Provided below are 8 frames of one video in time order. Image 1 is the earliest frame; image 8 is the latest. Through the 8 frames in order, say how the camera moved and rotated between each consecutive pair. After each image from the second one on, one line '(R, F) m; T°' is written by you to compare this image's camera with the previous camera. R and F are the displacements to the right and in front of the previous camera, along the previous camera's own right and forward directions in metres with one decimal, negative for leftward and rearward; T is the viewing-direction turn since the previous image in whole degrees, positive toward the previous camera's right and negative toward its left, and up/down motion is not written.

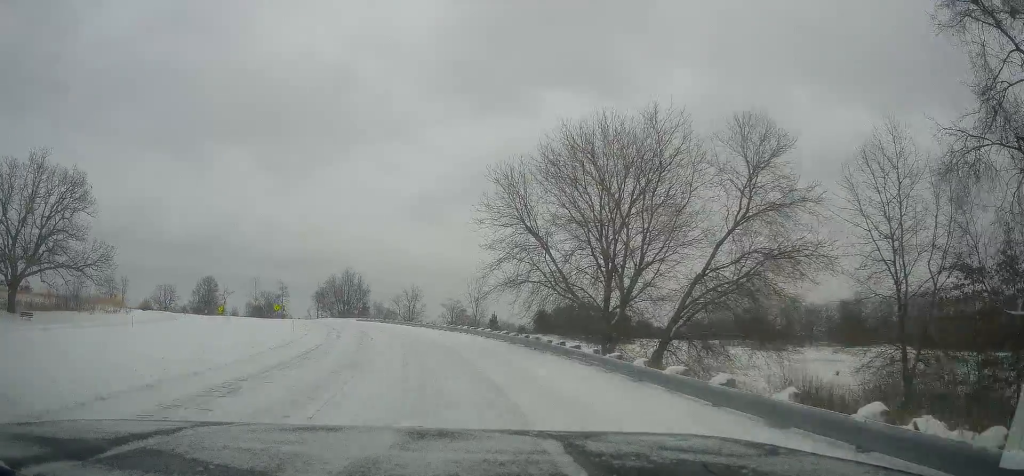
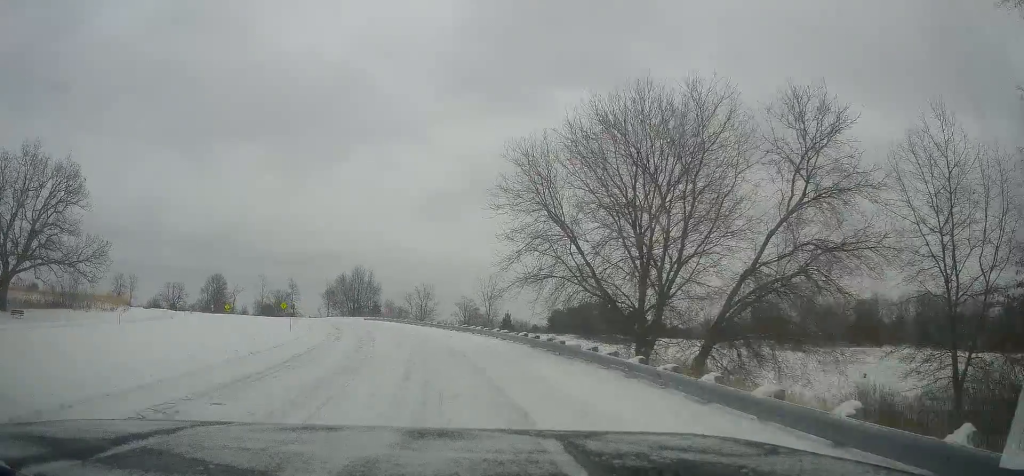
(0.0, +3.5) m; -1°
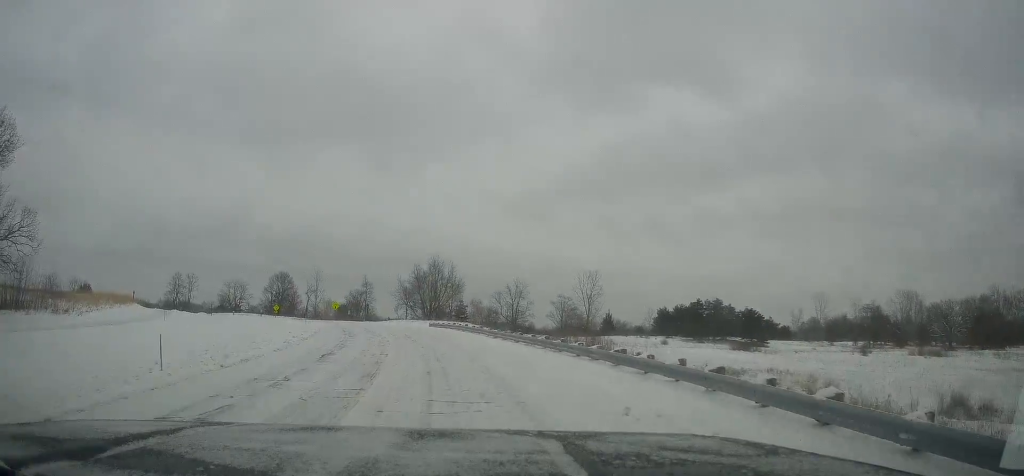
(-0.8, +22.7) m; -9°
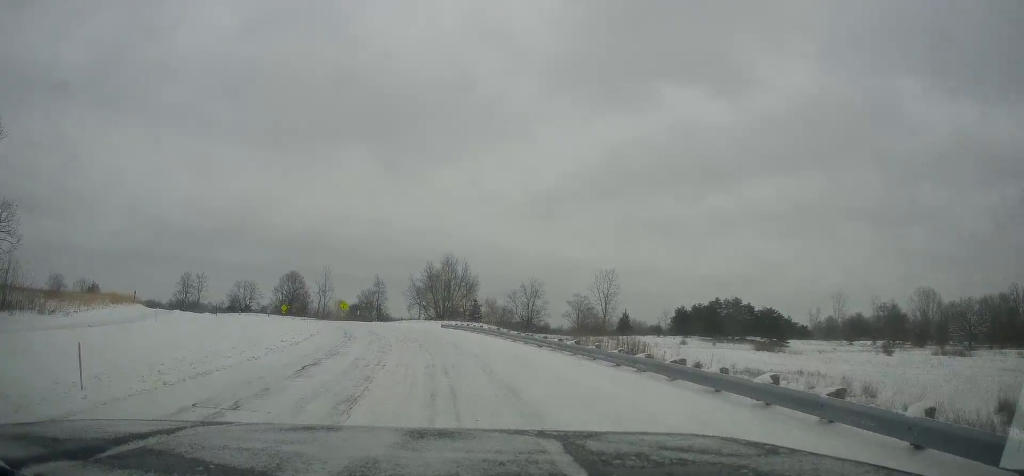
(0.0, +3.6) m; -2°
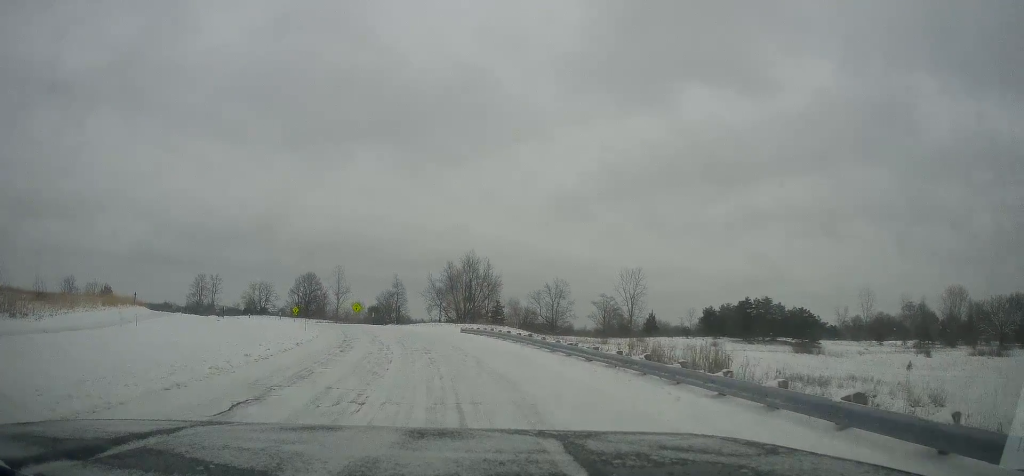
(-0.2, +5.9) m; -4°
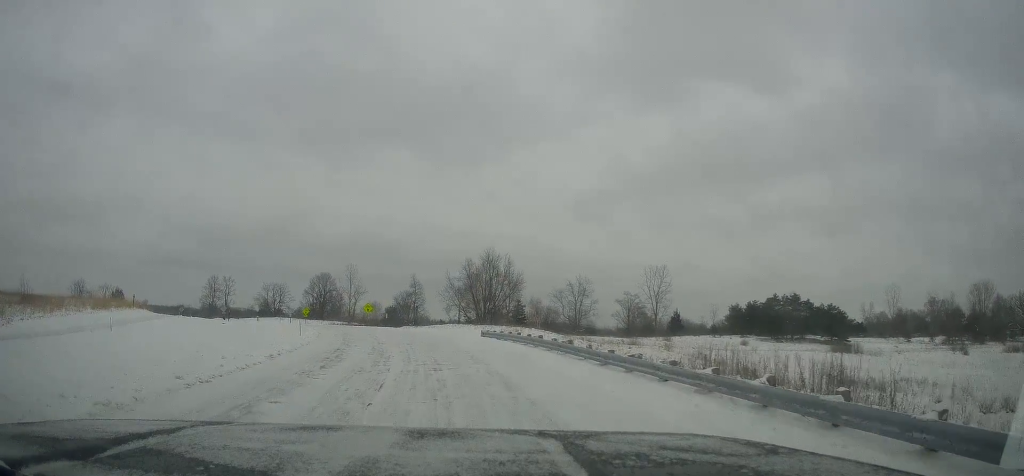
(-0.3, +5.3) m; -1°
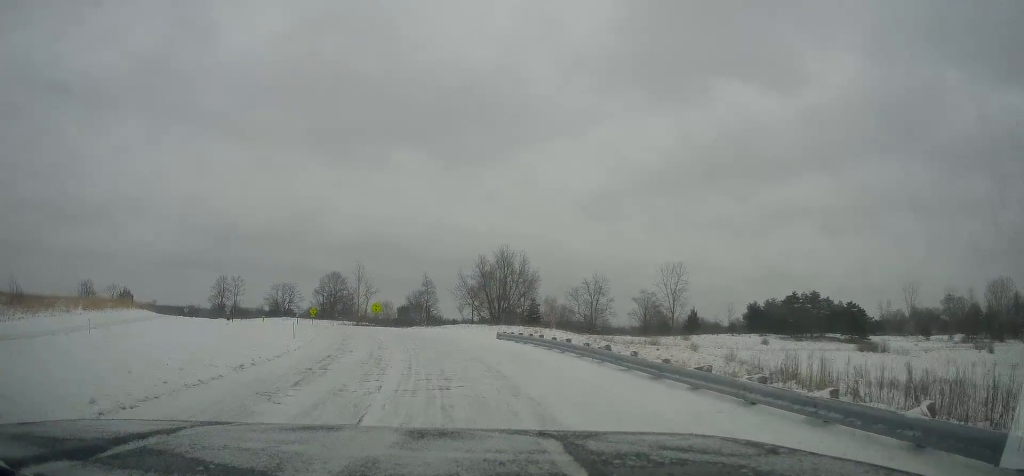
(0.0, +3.5) m; +2°
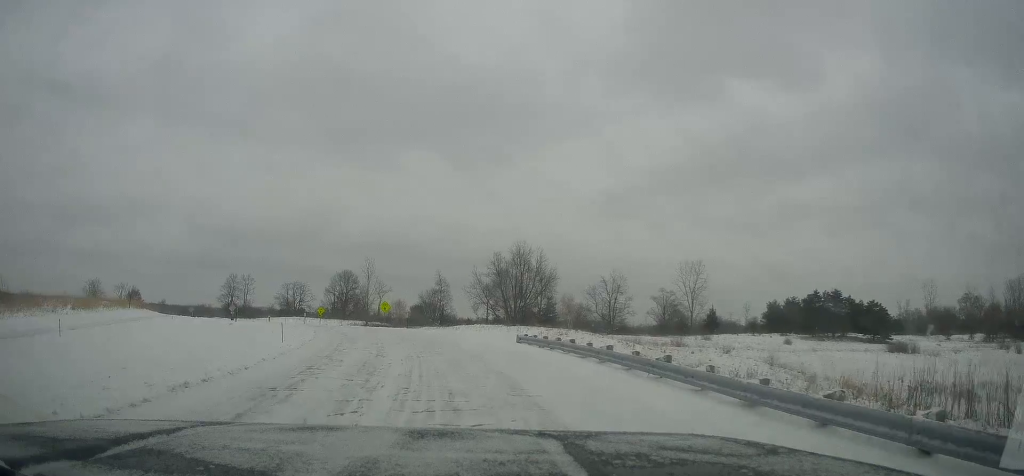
(+0.1, +3.9) m; -1°
